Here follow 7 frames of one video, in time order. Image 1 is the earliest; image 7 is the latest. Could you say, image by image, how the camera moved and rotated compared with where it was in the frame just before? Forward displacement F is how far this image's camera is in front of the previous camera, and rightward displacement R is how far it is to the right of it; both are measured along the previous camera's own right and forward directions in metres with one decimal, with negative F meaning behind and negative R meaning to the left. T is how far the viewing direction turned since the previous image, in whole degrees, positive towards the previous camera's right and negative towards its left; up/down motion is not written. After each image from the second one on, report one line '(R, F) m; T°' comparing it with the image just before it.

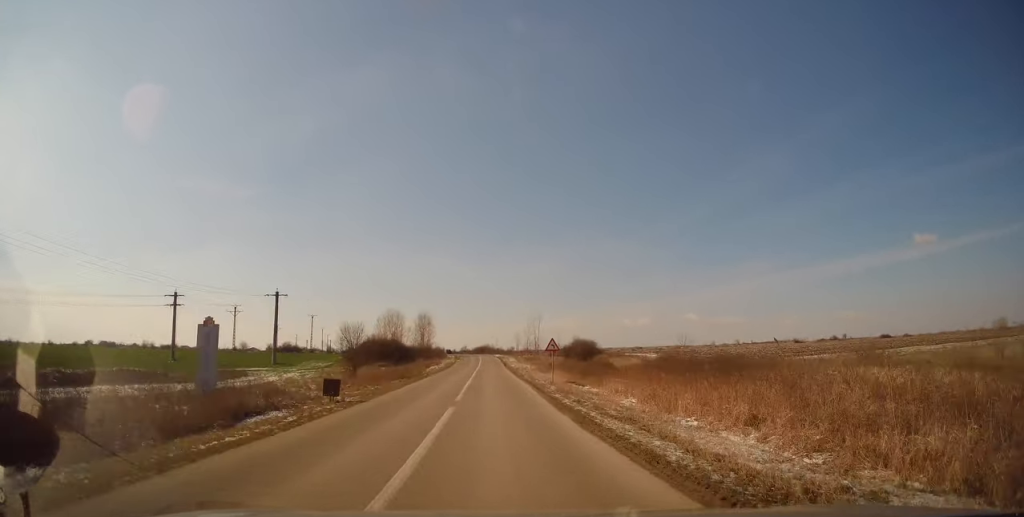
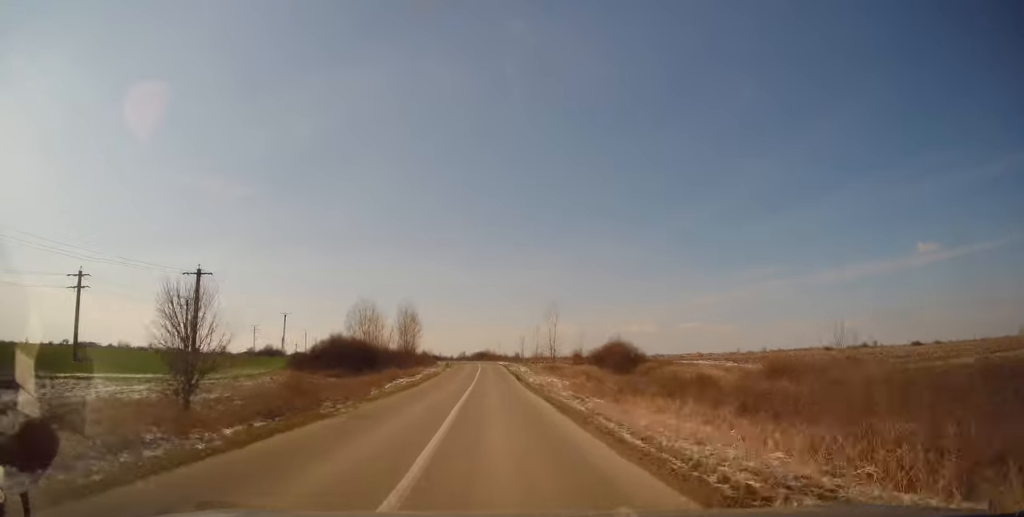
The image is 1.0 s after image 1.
(0.0, +22.1) m; +1°
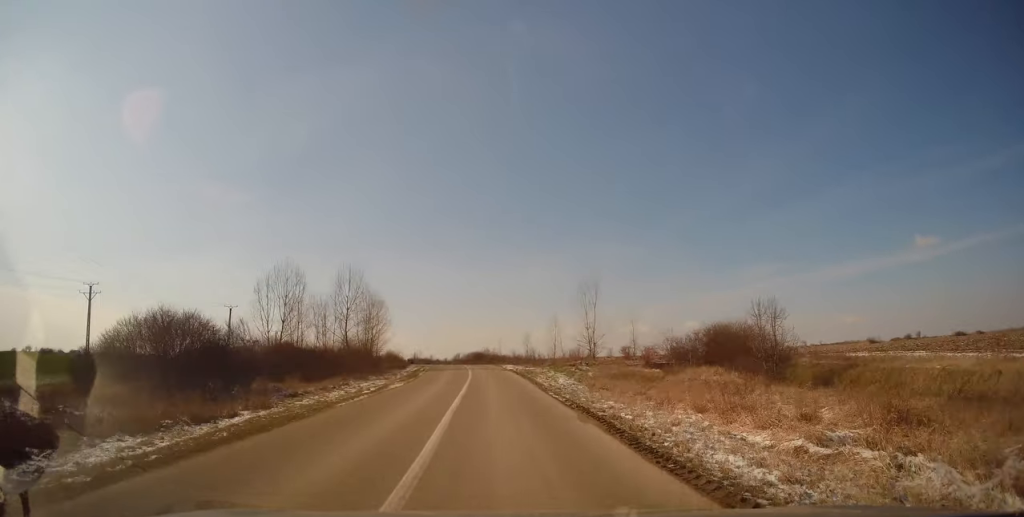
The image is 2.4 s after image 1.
(+0.6, +28.5) m; +1°
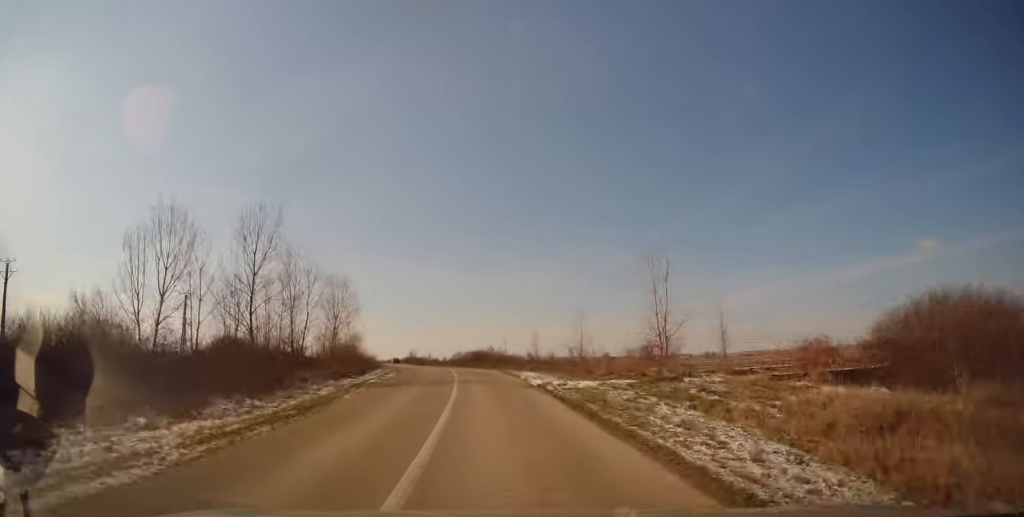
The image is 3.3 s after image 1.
(-0.4, +18.8) m; -3°
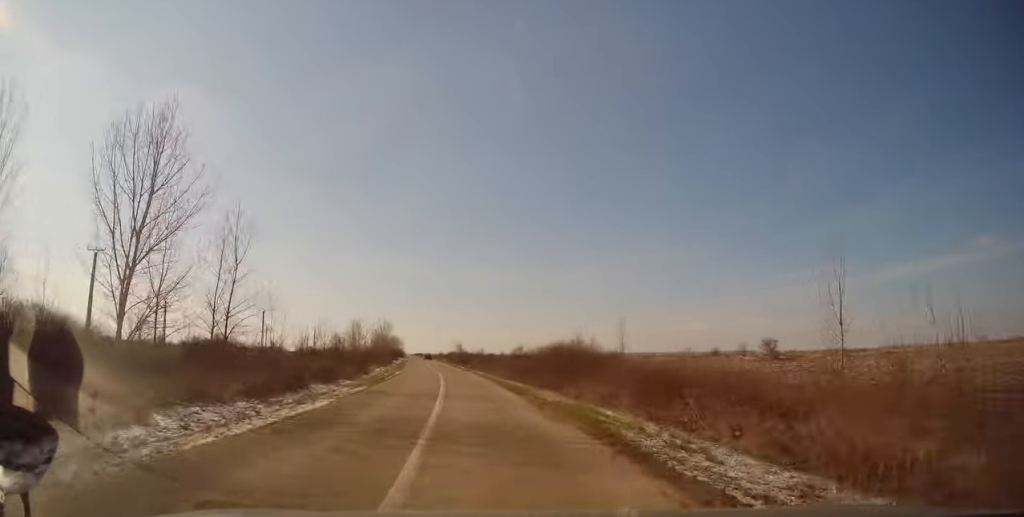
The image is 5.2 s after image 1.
(-1.2, +36.8) m; -3°
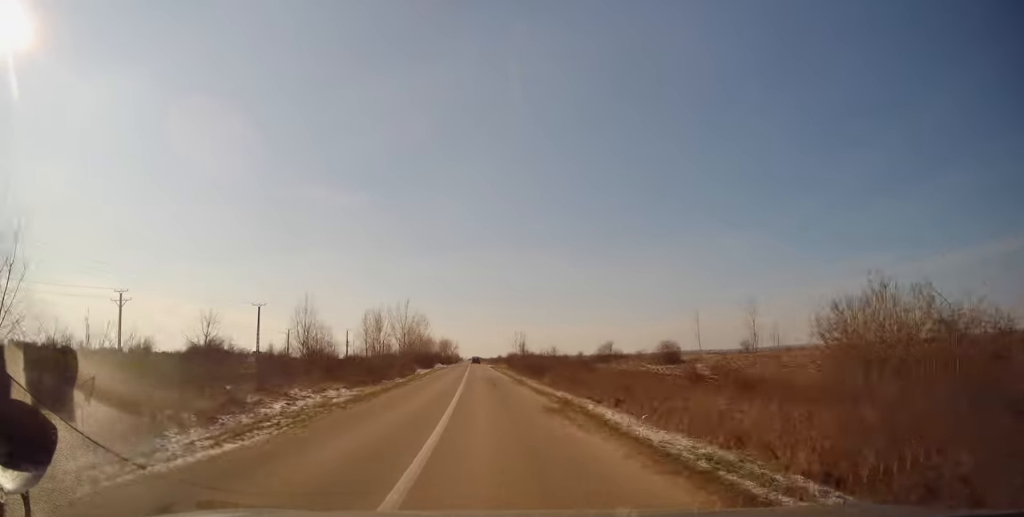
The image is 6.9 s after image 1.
(-2.5, +33.5) m; -8°
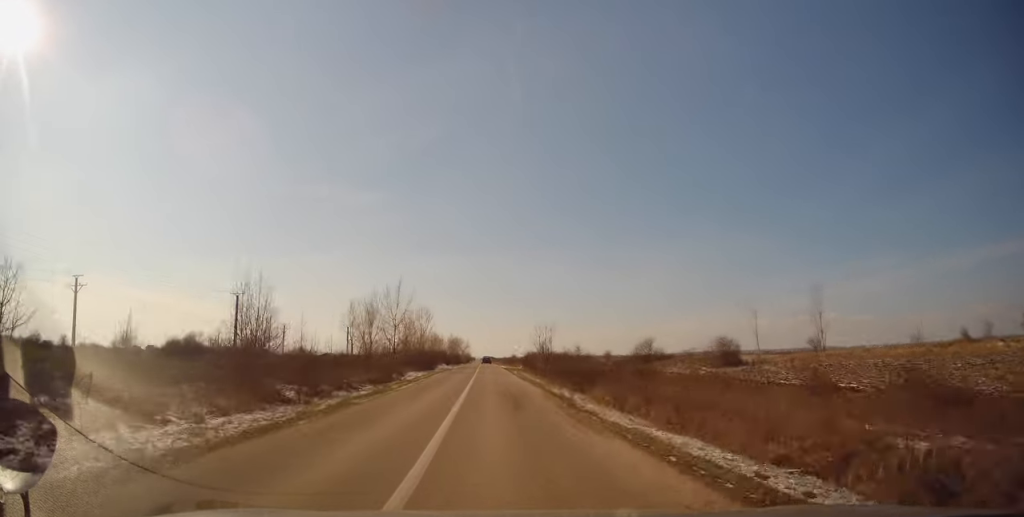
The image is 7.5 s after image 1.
(-0.5, +13.9) m; -1°
